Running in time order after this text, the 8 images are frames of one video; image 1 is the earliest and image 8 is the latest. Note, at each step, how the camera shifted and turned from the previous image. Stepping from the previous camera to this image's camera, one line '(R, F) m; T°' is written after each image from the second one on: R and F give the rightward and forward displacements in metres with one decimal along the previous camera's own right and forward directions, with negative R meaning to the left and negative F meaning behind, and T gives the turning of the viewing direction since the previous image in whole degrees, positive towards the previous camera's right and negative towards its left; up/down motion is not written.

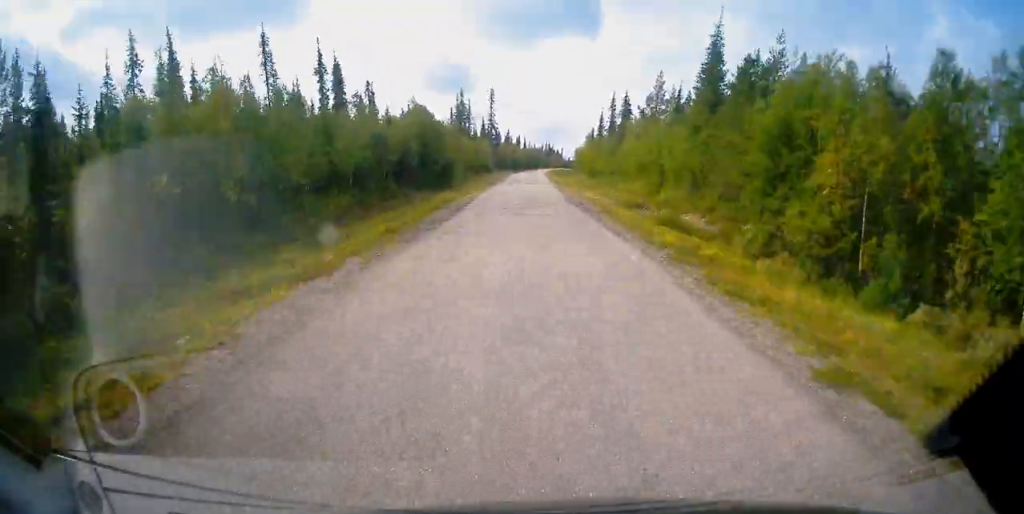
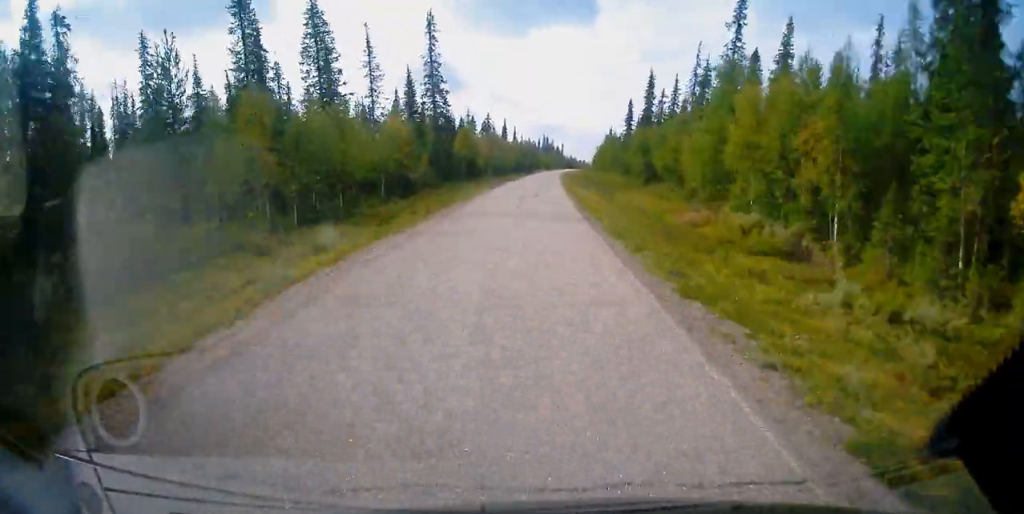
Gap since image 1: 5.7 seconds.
(+0.9, +87.8) m; +2°
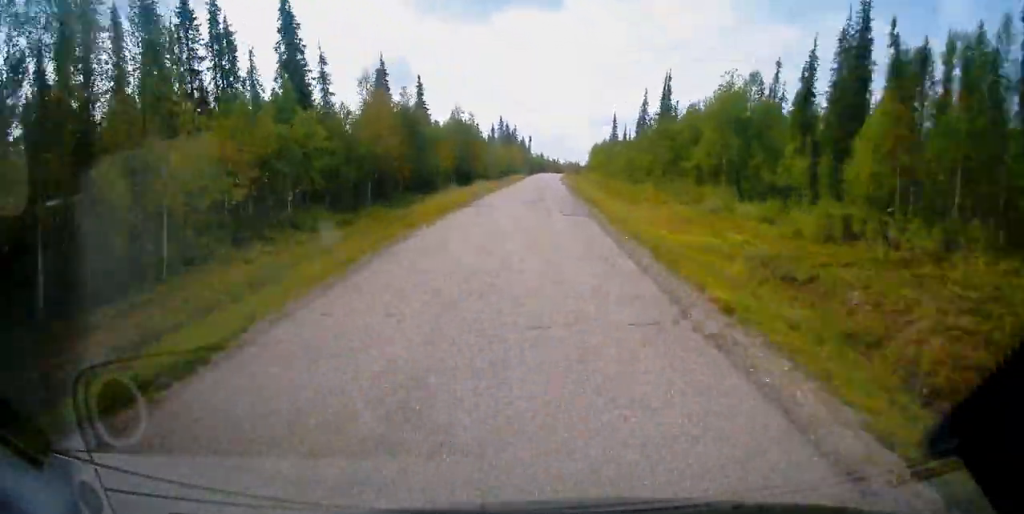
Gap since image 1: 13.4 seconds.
(+3.2, +118.7) m; +3°
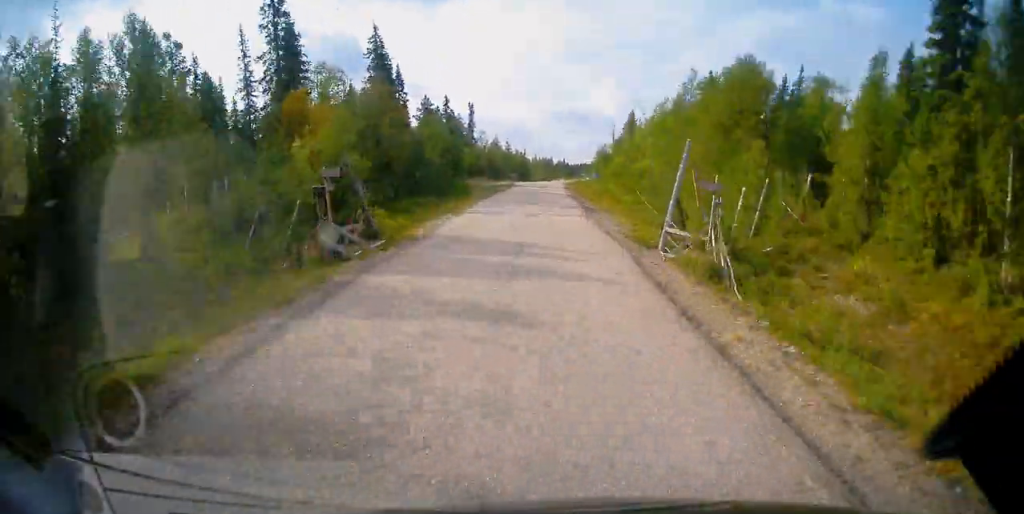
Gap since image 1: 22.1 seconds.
(+6.3, +137.3) m; +4°
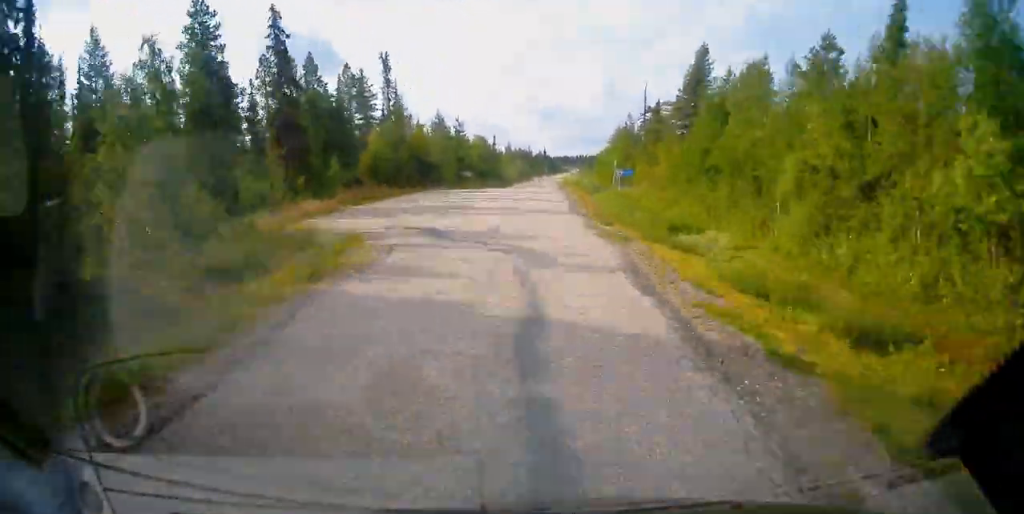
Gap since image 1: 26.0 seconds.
(0.0, +62.5) m; 0°
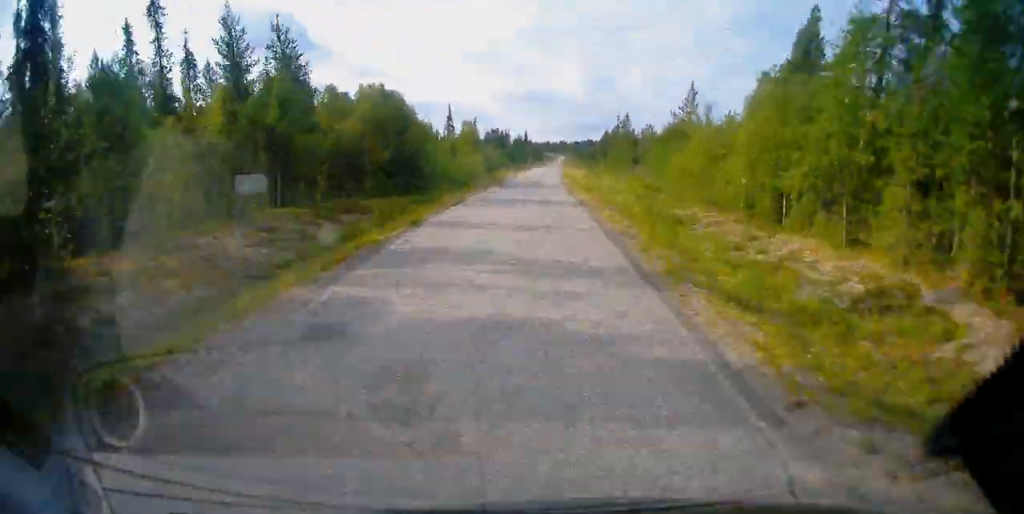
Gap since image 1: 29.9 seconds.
(0.0, +62.3) m; +1°
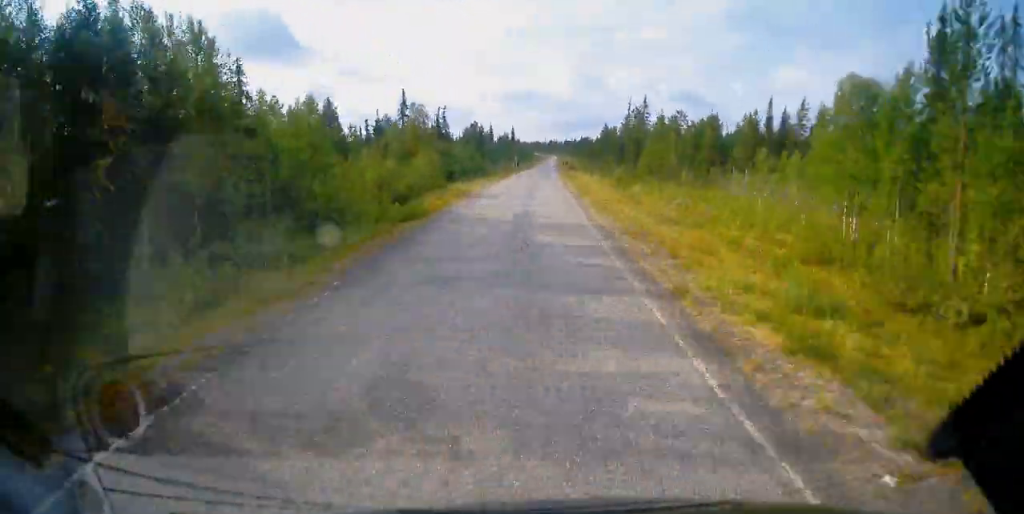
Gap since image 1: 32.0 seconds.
(+0.3, +33.2) m; +1°
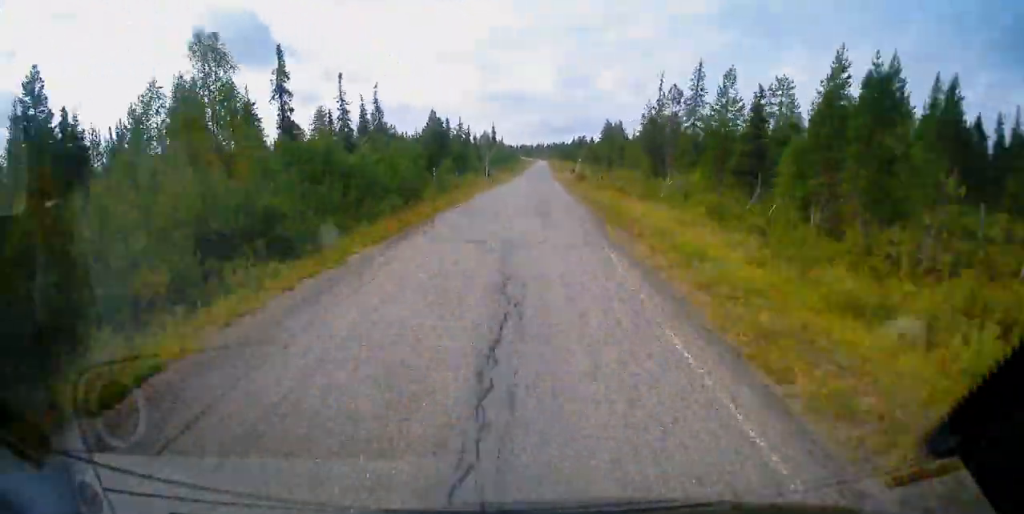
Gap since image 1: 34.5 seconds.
(+0.5, +40.0) m; +1°
